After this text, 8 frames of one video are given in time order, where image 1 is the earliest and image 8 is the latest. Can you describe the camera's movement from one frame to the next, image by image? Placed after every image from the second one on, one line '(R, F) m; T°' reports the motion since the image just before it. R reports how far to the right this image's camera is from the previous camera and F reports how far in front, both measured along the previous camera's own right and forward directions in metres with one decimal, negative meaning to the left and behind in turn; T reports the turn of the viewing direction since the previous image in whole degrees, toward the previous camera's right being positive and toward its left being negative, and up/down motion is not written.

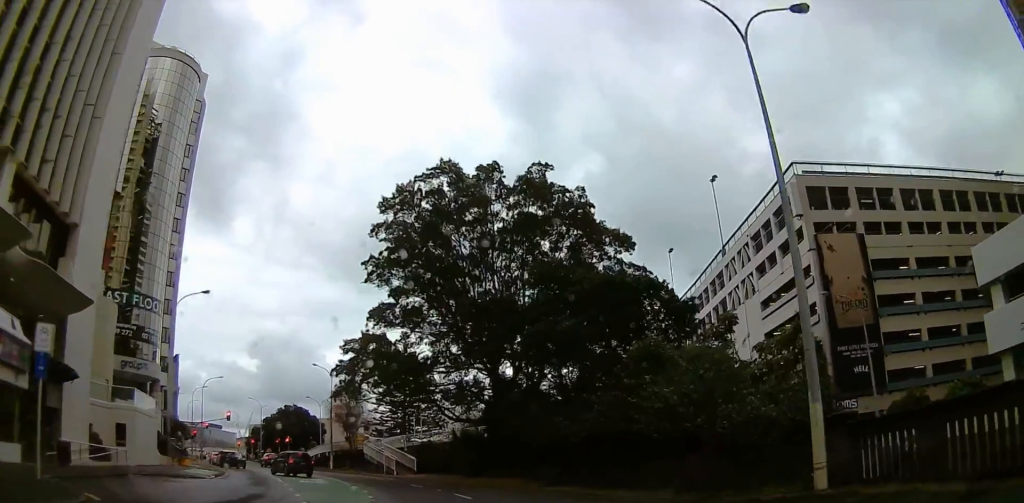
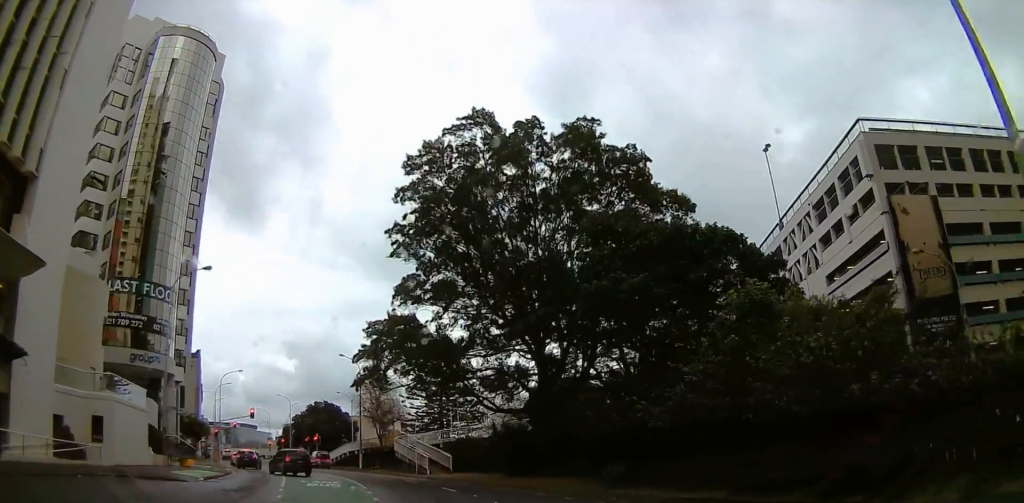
(-0.1, +6.1) m; -3°
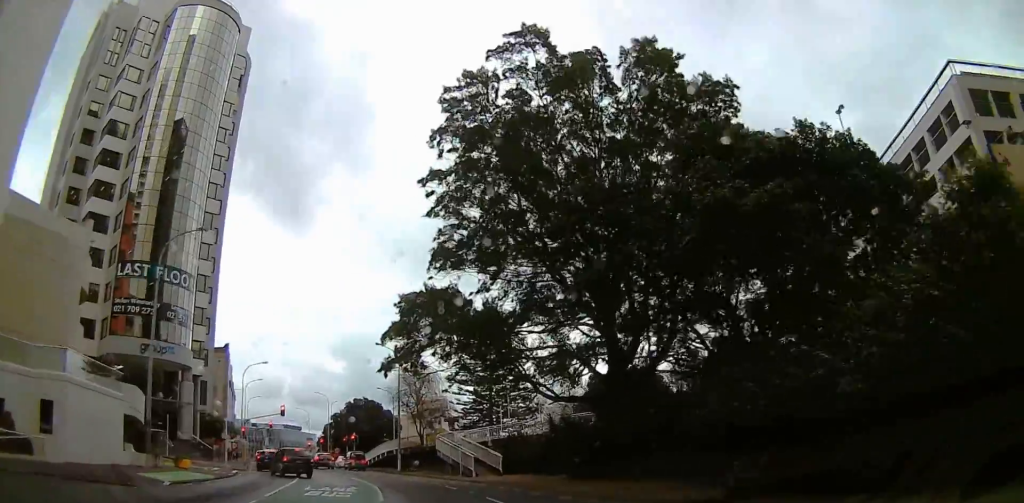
(-0.2, +7.9) m; -4°
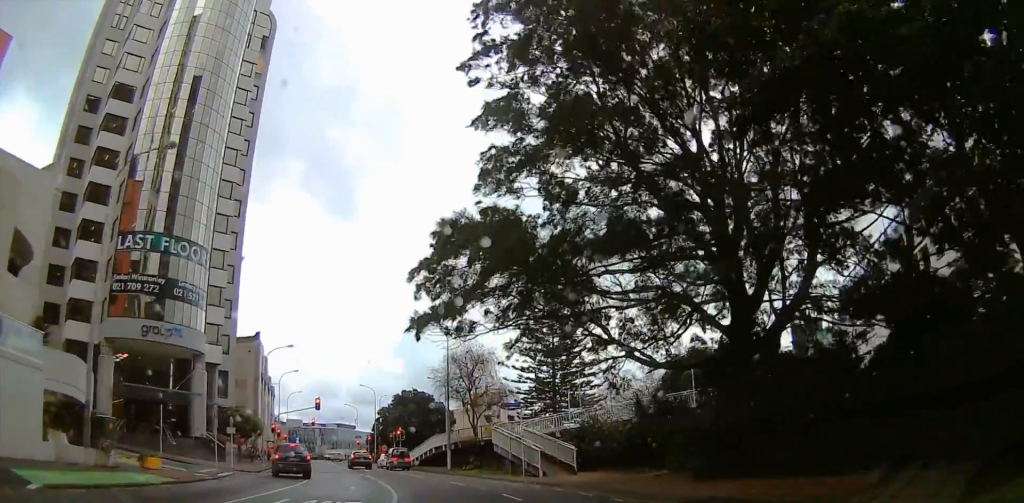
(-0.6, +10.1) m; -6°
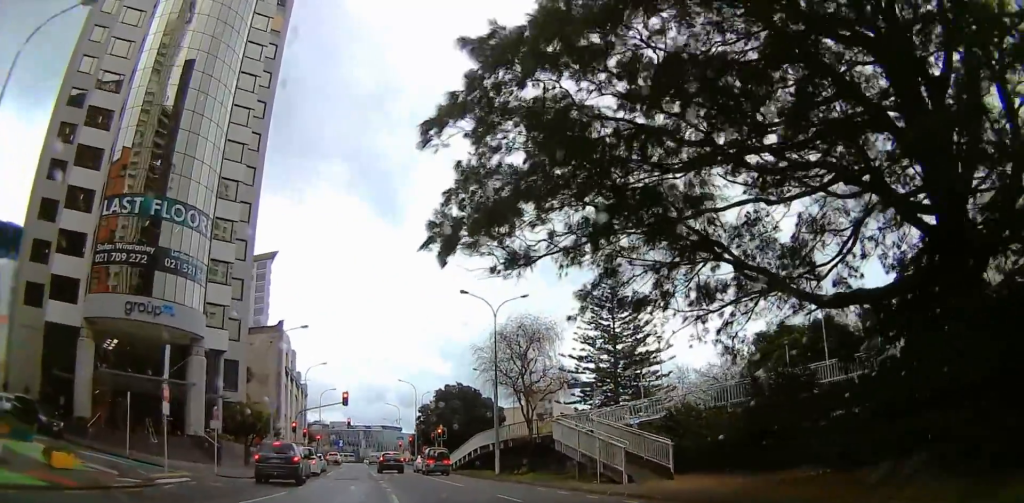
(-0.4, +10.3) m; -2°
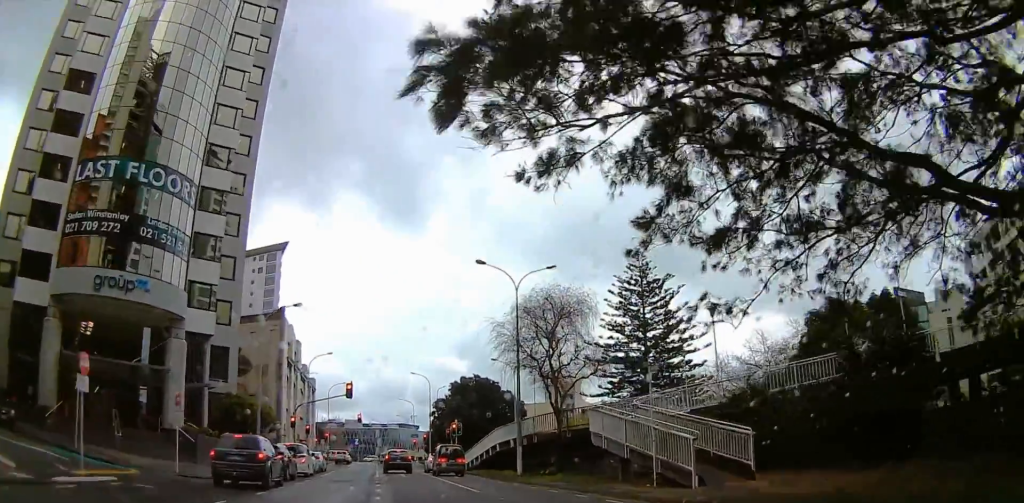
(0.0, +6.9) m; 0°
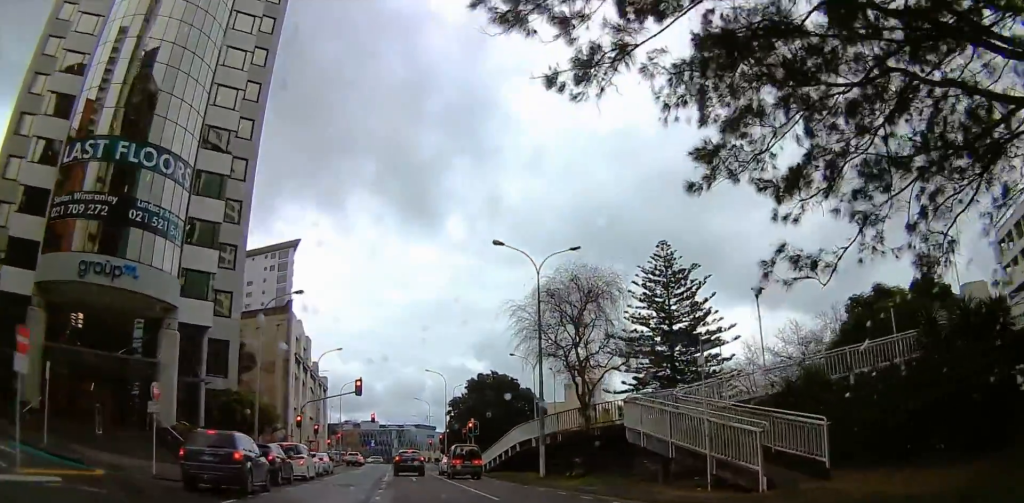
(0.0, +3.5) m; -1°
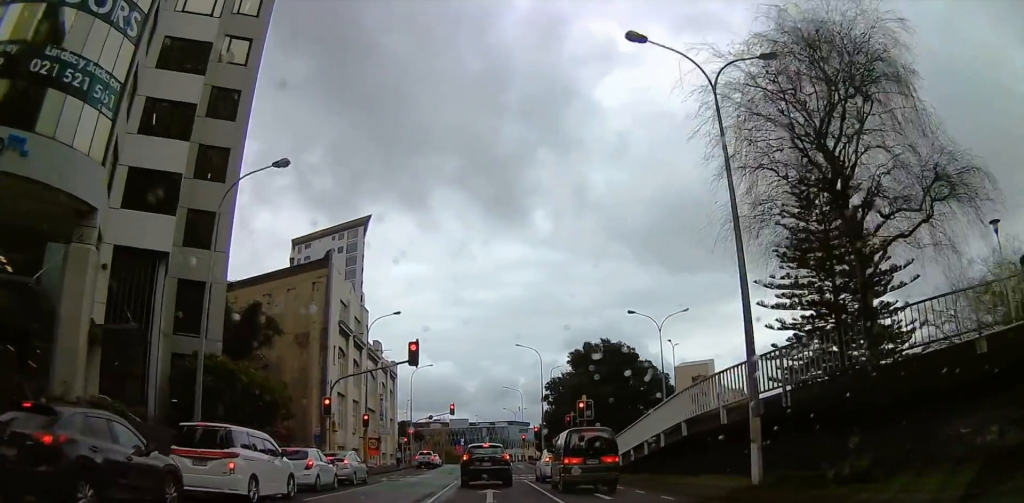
(-1.6, +17.5) m; -13°
